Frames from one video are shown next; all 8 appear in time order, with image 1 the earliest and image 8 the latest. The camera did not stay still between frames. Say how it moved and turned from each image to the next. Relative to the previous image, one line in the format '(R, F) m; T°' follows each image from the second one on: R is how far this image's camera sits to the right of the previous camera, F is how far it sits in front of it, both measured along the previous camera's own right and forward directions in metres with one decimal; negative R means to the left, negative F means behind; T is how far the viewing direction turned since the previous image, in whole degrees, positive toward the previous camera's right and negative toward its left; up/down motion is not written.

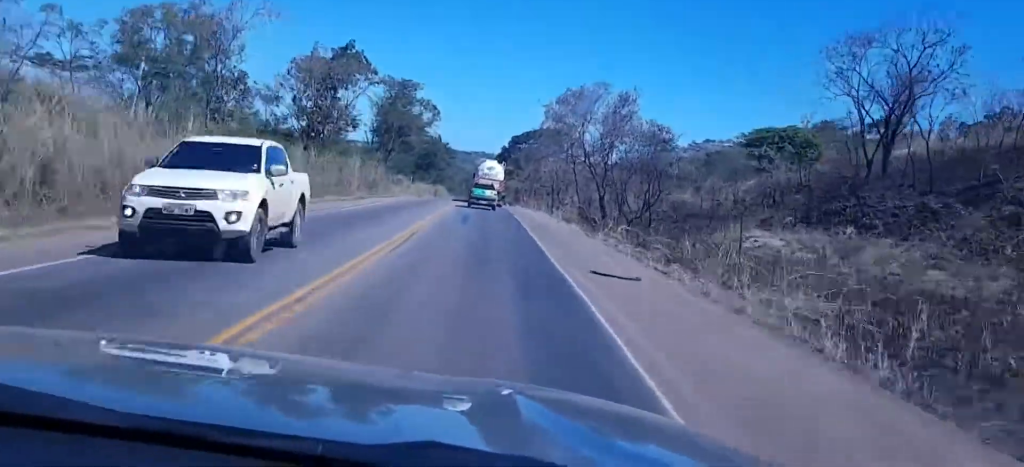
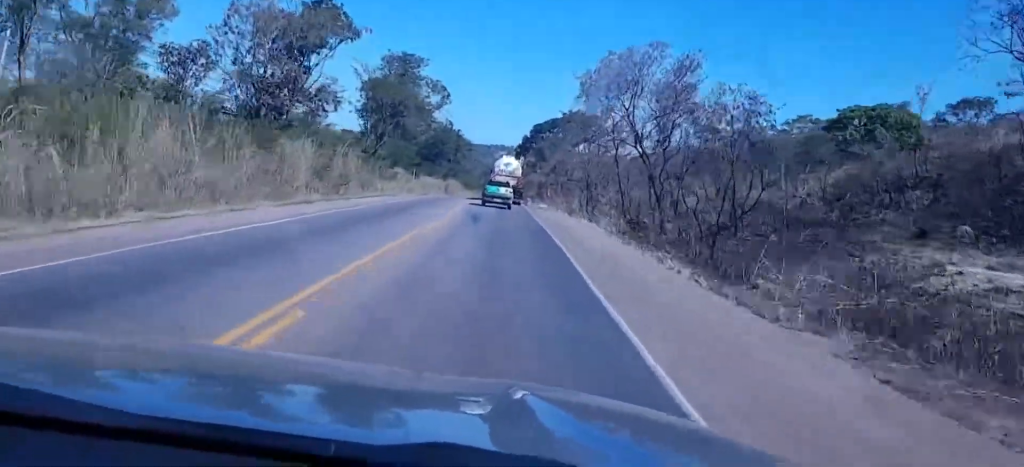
(+0.2, +20.2) m; 0°
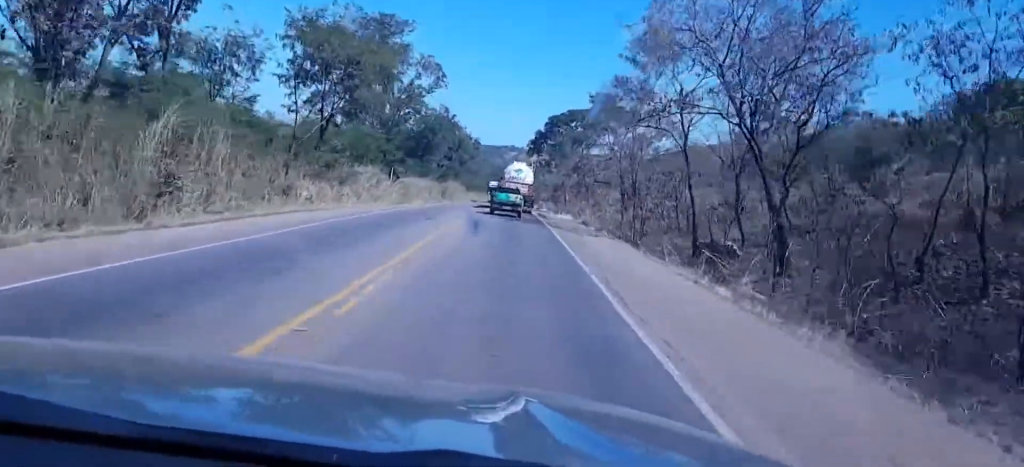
(-0.2, +24.3) m; -1°
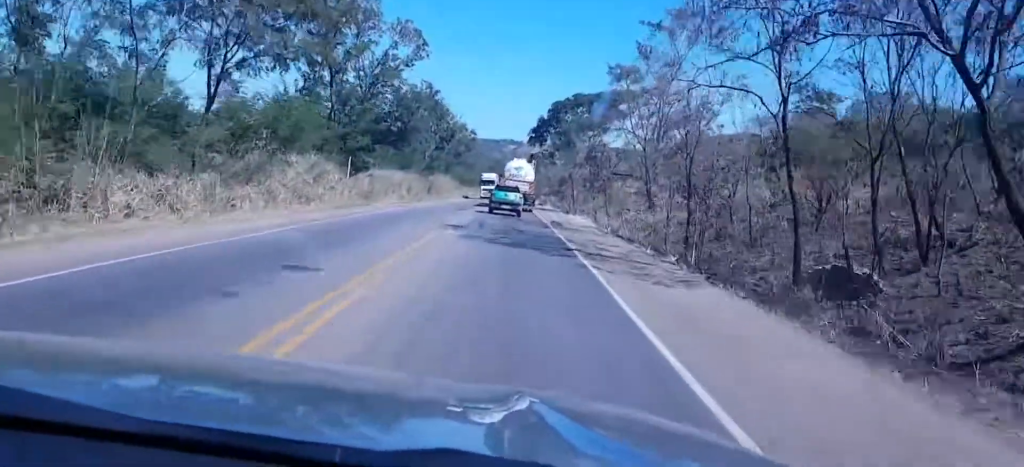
(-0.1, +14.9) m; 0°
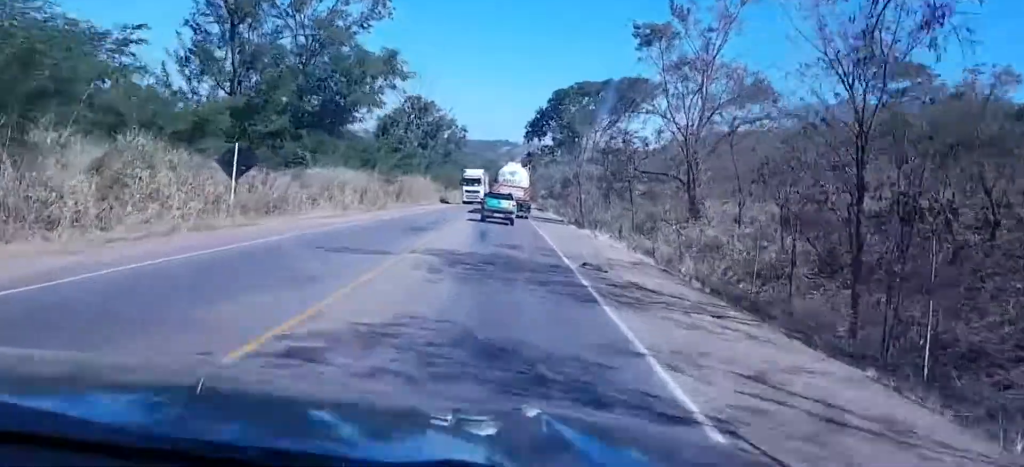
(+0.1, +17.5) m; +1°
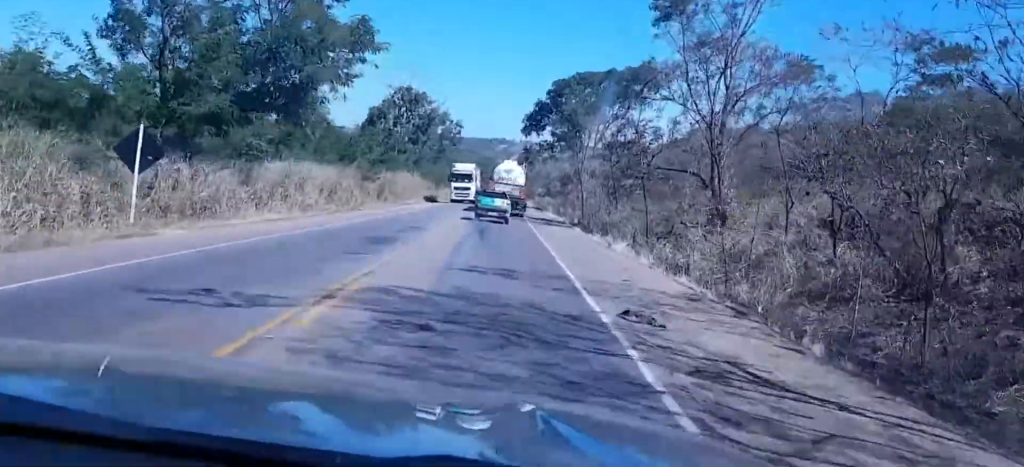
(+0.1, +7.2) m; 0°
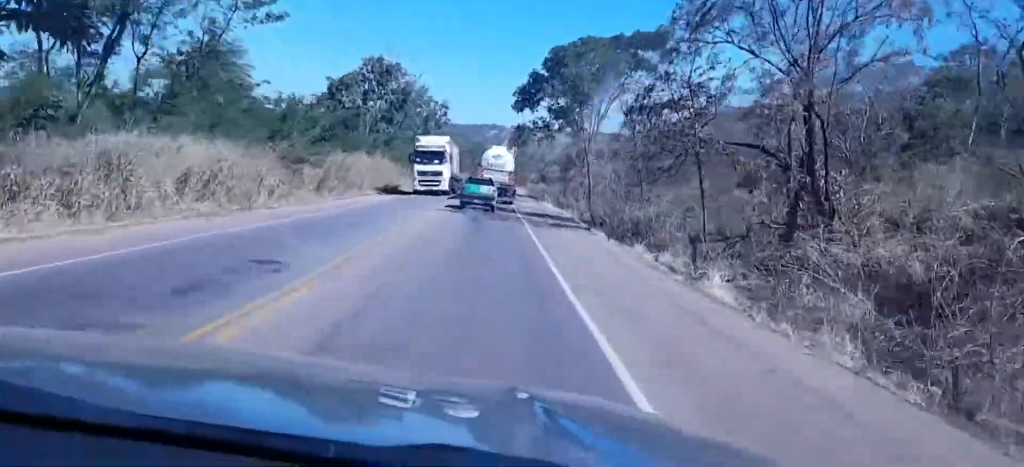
(+0.2, +16.4) m; 0°
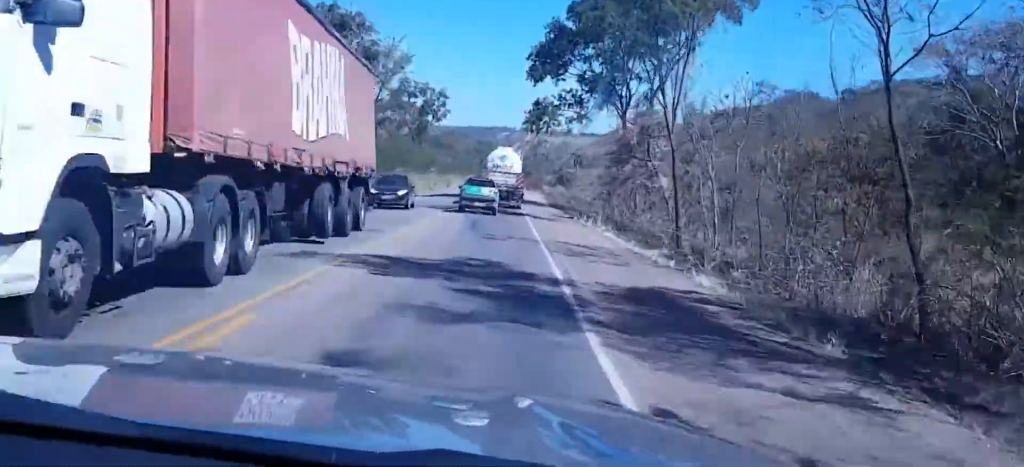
(-0.5, +32.2) m; -1°
